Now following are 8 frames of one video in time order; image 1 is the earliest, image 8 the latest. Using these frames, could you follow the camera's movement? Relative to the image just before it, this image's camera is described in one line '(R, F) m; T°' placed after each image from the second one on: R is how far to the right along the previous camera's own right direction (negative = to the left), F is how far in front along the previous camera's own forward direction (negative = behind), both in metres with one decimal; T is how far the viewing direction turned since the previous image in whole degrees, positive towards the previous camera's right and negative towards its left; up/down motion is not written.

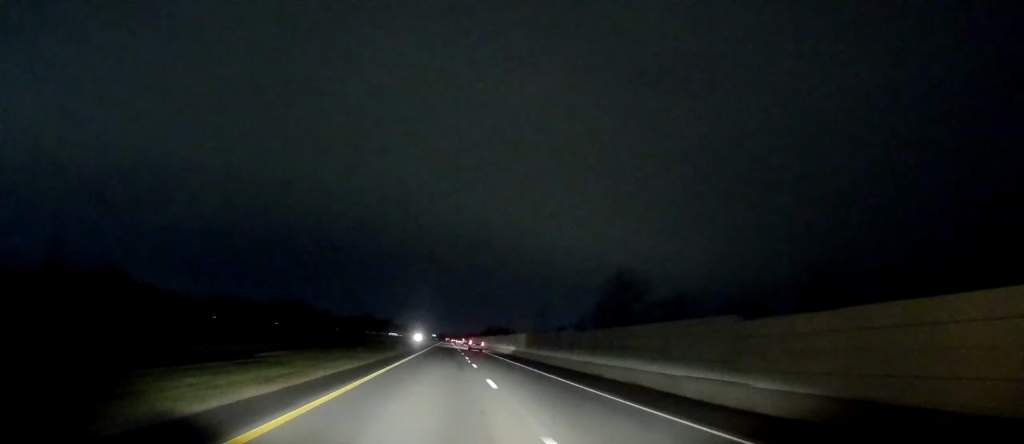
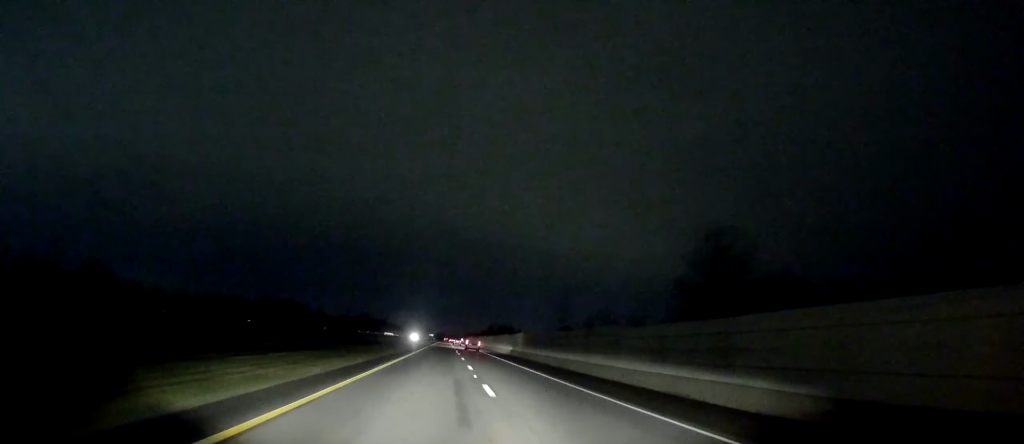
(+0.1, +14.4) m; 0°
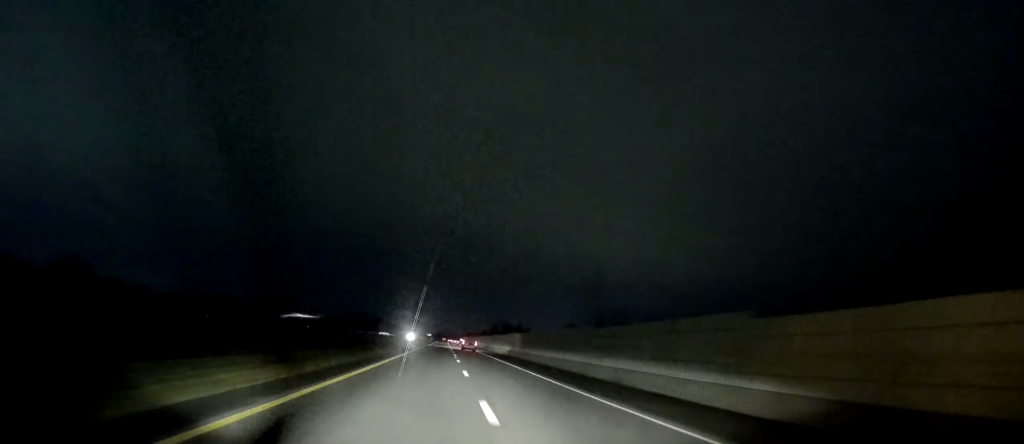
(+0.3, +16.6) m; 0°
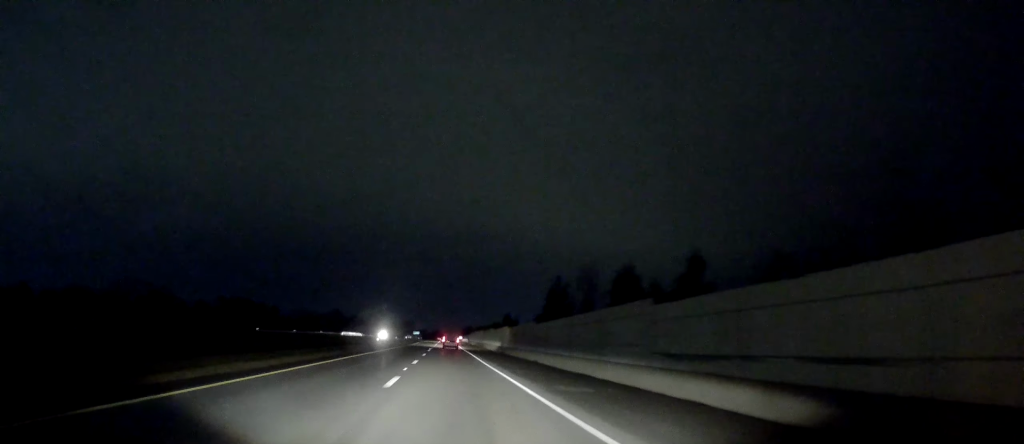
(-0.2, +91.5) m; -1°
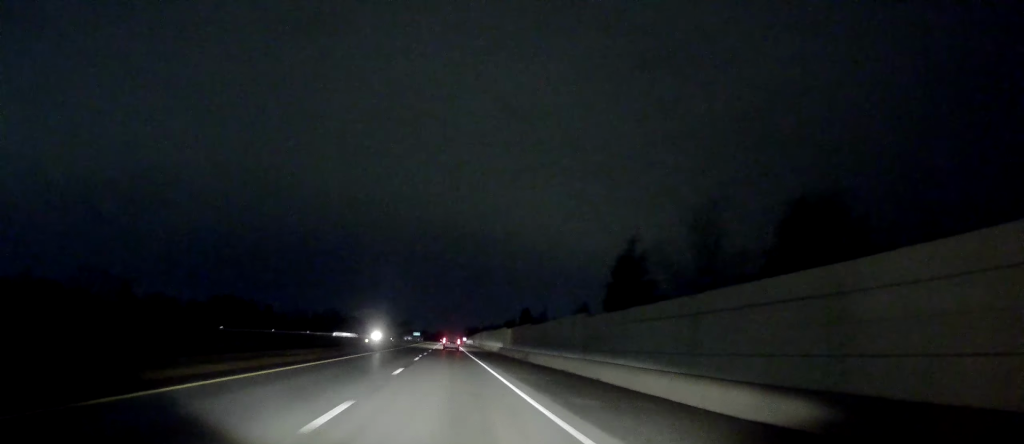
(-0.2, +19.1) m; 0°
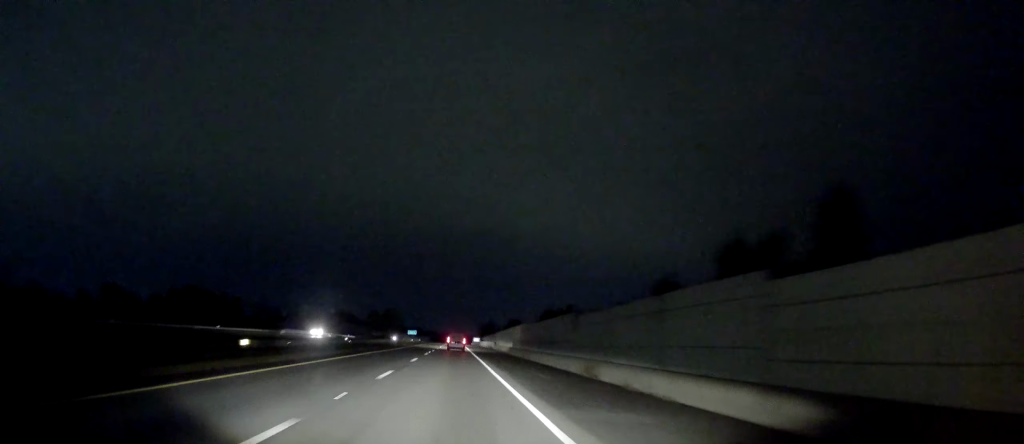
(0.0, +62.8) m; +1°
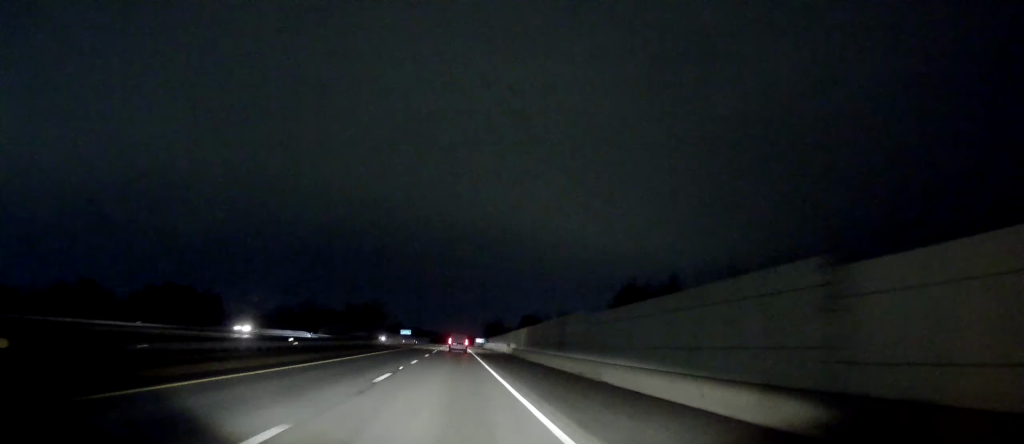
(+0.3, +24.5) m; 0°
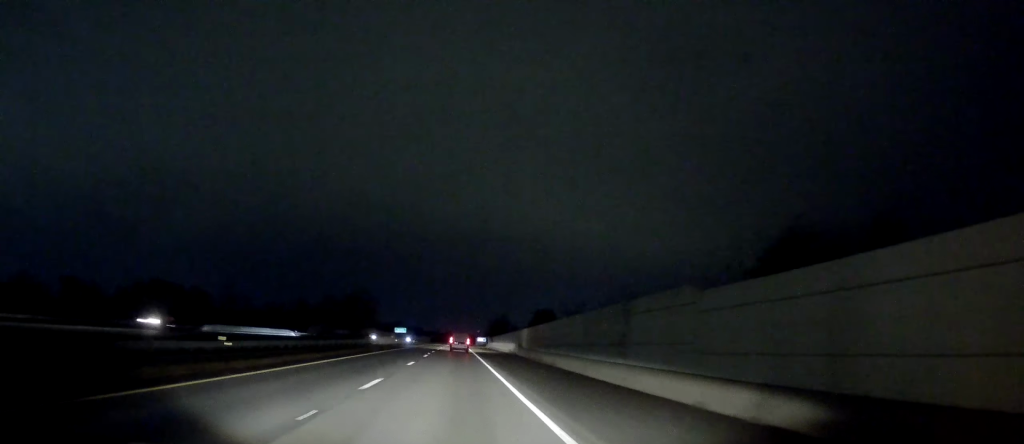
(+0.3, +14.5) m; 0°
